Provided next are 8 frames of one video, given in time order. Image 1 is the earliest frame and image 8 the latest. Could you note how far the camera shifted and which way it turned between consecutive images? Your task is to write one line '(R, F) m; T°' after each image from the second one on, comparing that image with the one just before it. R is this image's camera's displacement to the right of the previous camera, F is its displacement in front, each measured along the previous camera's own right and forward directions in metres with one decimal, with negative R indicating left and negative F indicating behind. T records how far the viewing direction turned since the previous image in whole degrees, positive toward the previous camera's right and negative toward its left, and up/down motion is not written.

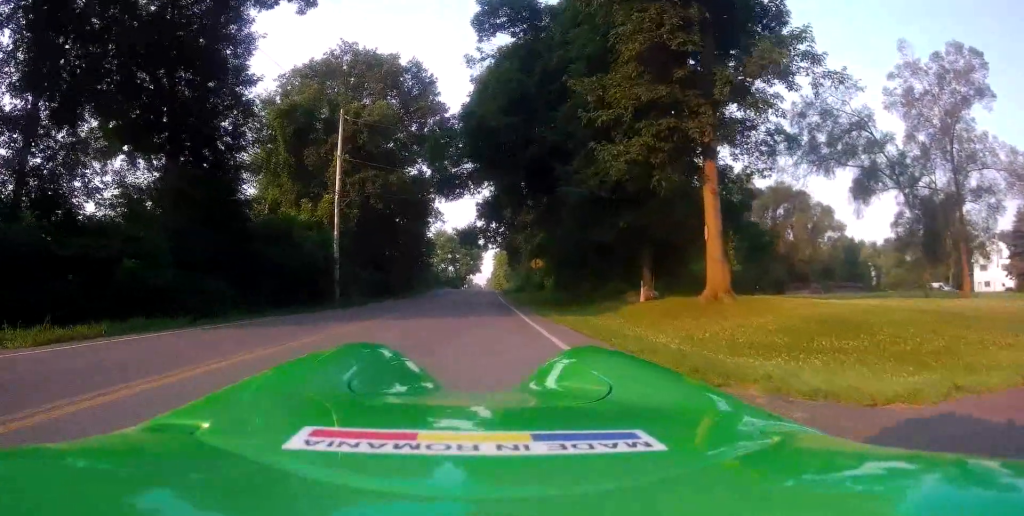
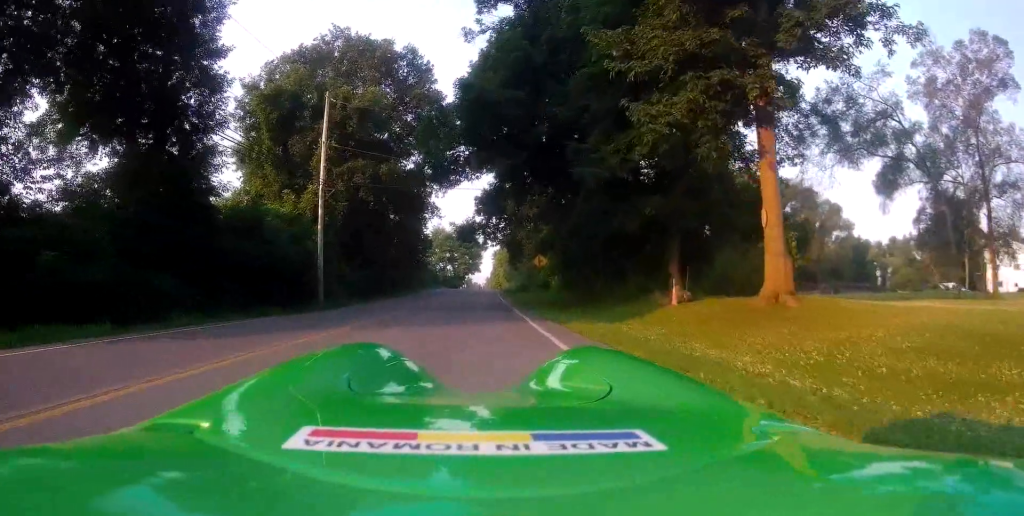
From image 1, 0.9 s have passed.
(+0.1, +3.3) m; -2°
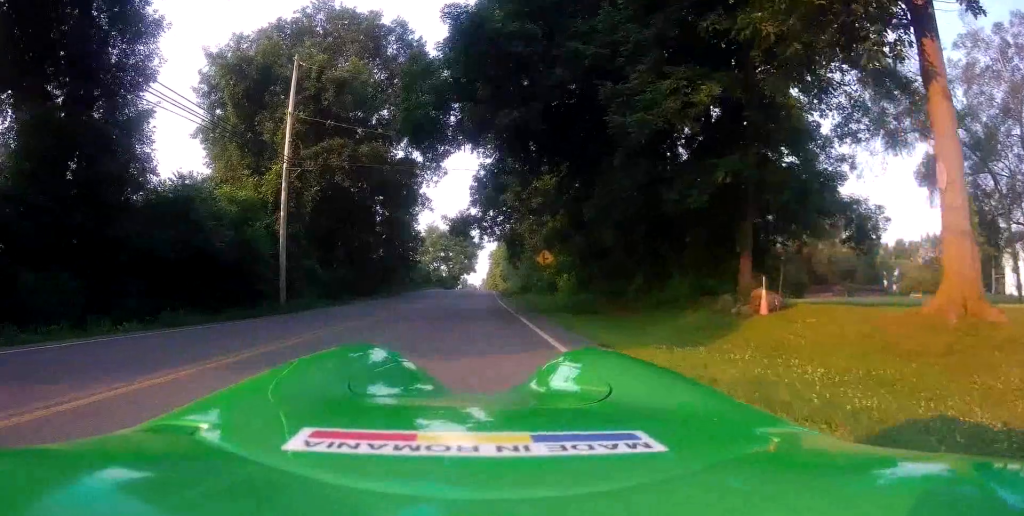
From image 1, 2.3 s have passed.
(-0.1, +5.2) m; +3°
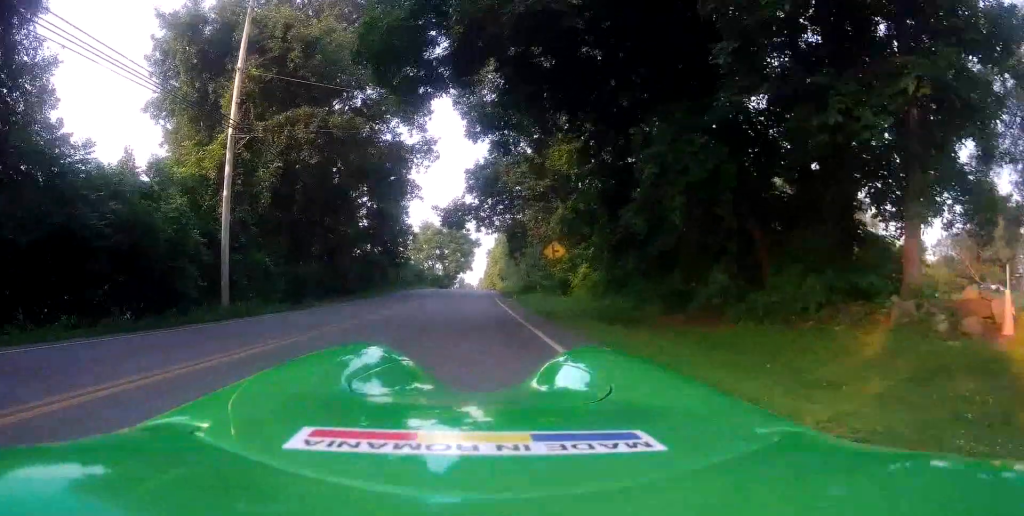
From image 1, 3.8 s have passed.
(+0.2, +5.5) m; -2°
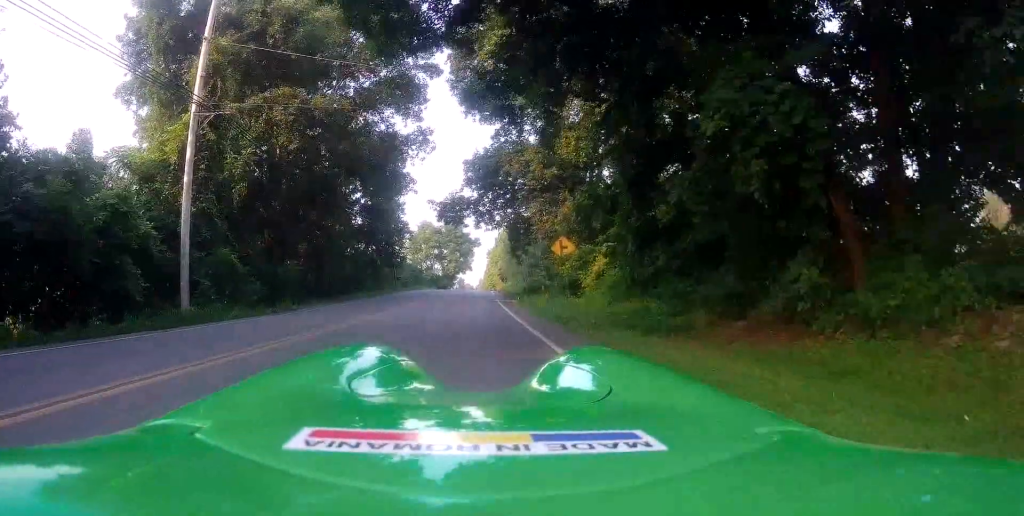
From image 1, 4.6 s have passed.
(-0.1, +2.6) m; -6°
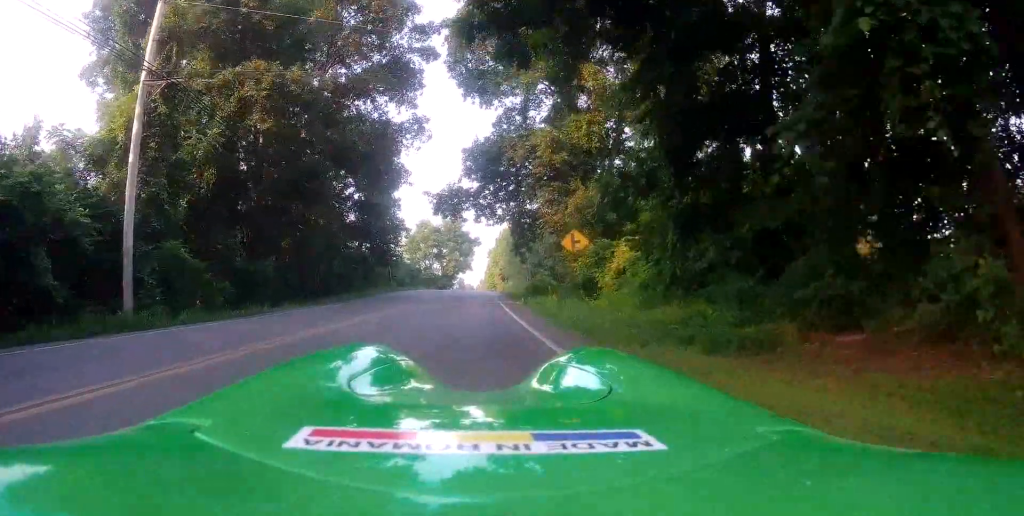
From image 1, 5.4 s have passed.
(-0.2, +3.0) m; +1°
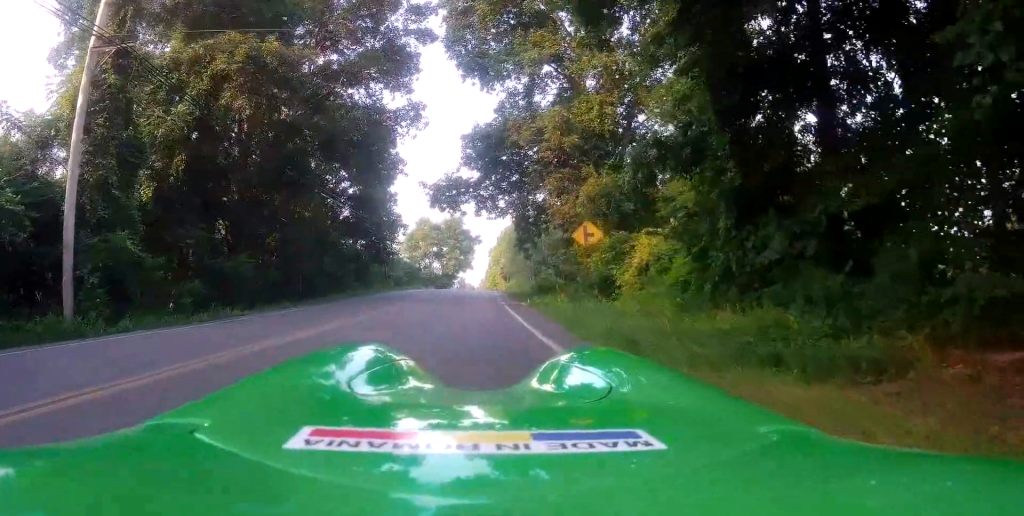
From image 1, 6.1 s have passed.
(0.0, +2.4) m; +3°
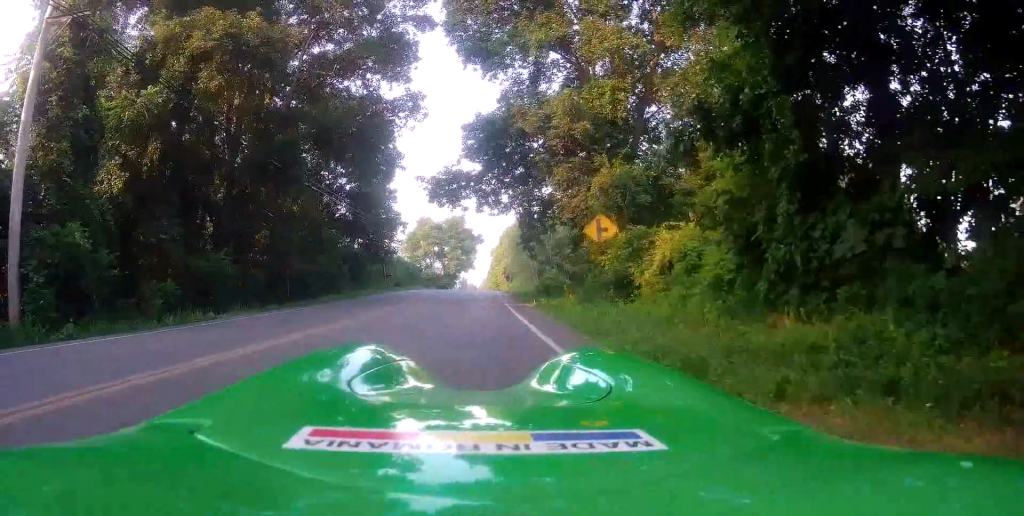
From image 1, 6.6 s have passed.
(+0.2, +1.8) m; +2°
